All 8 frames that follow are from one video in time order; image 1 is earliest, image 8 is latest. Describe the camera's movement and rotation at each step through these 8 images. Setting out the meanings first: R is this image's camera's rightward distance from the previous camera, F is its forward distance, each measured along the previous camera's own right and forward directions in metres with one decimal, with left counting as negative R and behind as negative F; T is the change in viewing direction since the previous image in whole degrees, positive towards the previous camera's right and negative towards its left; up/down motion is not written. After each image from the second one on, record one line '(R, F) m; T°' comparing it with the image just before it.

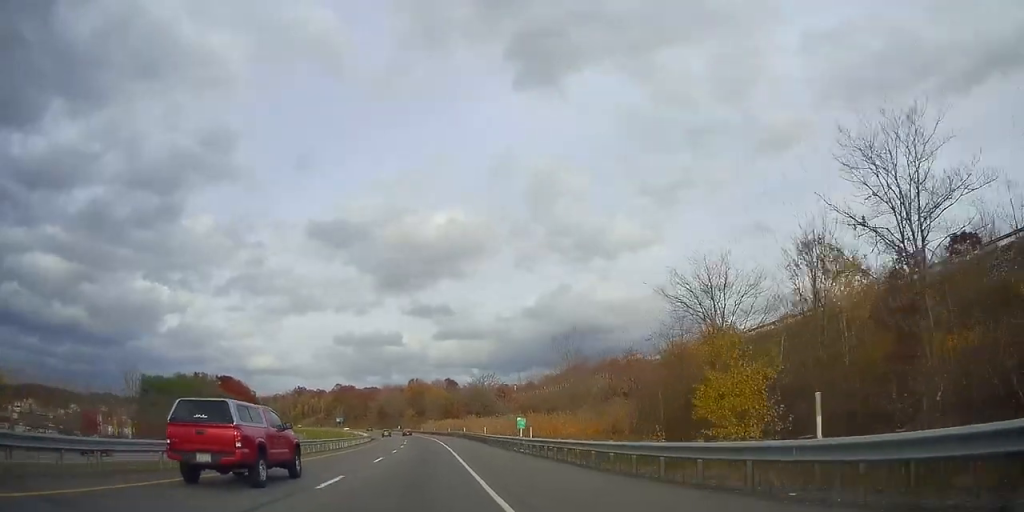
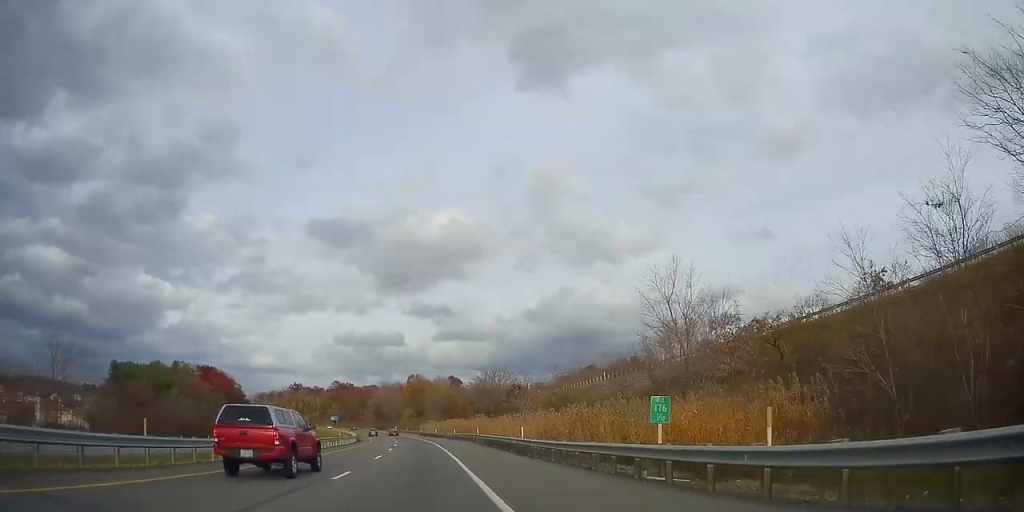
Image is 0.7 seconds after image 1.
(0.0, +21.8) m; 0°
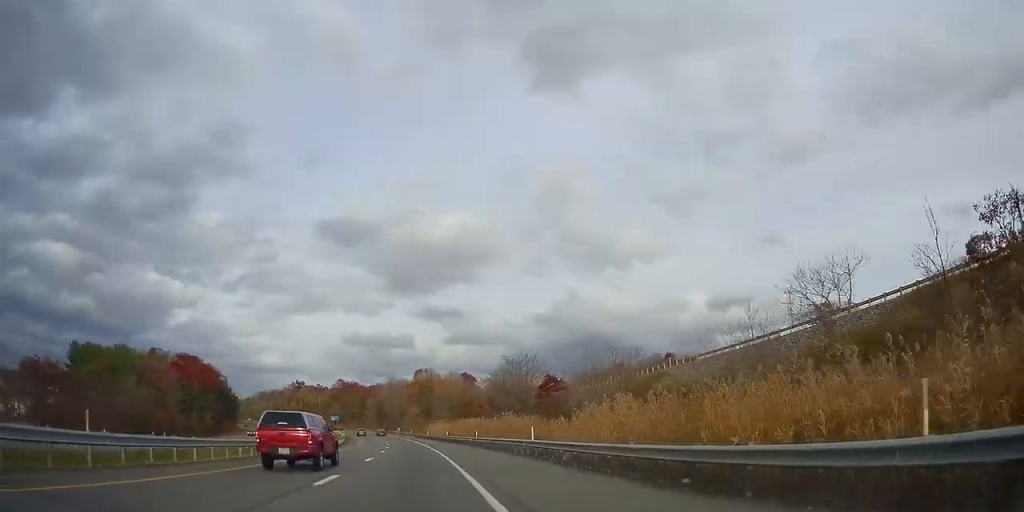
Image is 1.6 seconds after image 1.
(-0.1, +26.2) m; 0°
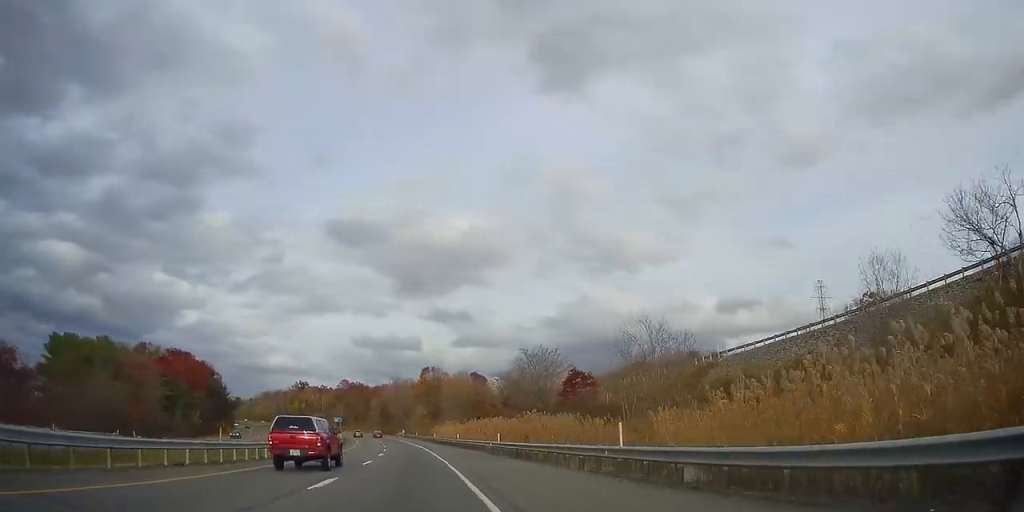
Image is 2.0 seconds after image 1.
(-0.1, +12.4) m; 0°
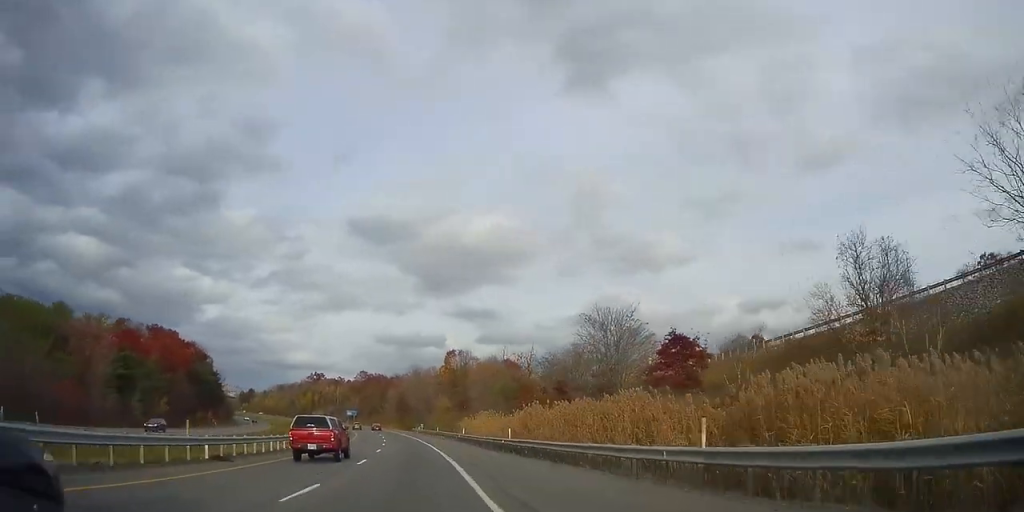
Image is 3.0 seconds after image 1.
(+0.2, +27.2) m; 0°
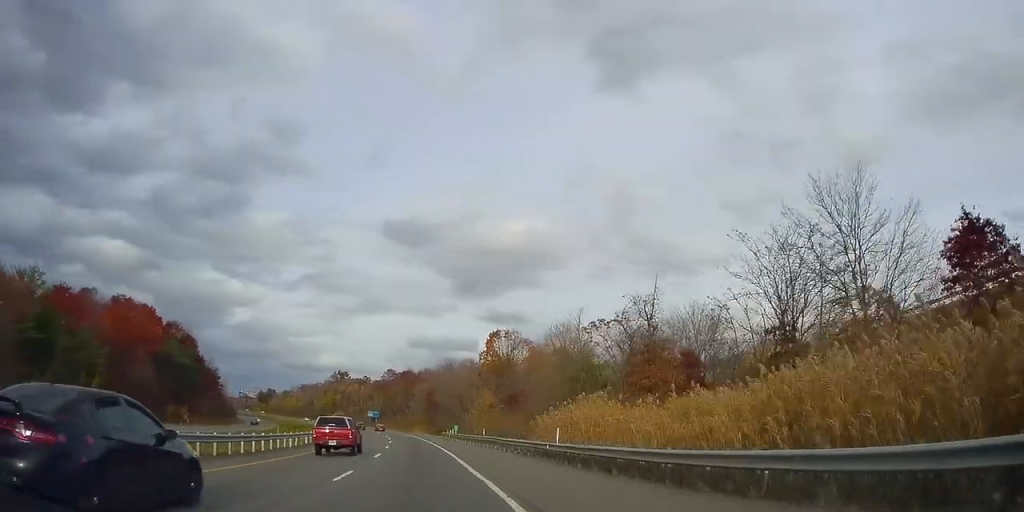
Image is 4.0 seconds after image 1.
(-0.4, +32.0) m; -3°
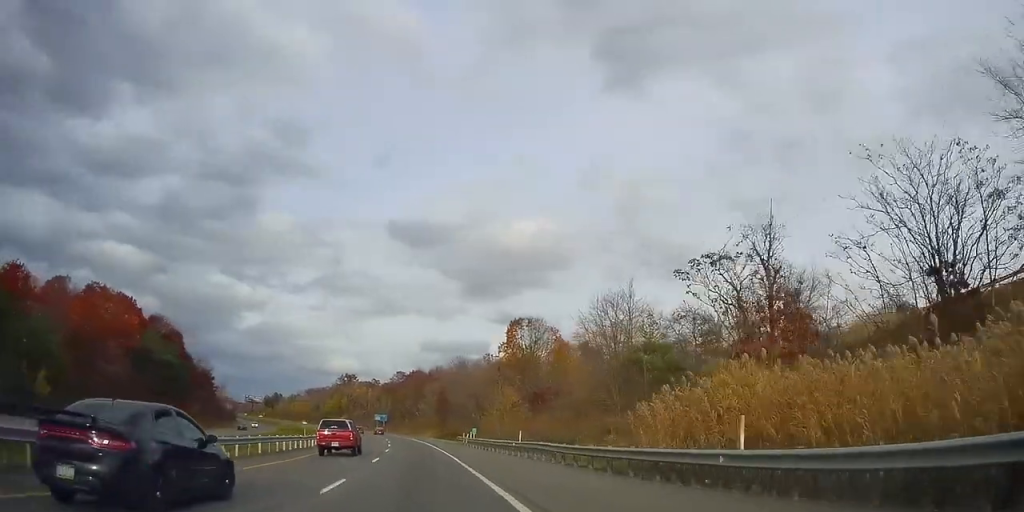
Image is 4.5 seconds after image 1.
(-0.4, +14.2) m; -1°
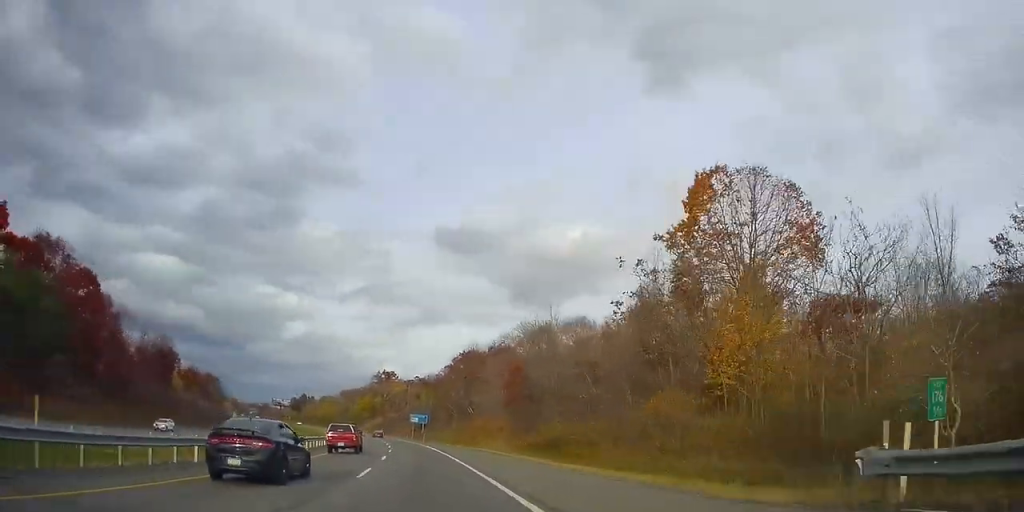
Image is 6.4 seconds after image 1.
(-2.4, +55.3) m; -6°
